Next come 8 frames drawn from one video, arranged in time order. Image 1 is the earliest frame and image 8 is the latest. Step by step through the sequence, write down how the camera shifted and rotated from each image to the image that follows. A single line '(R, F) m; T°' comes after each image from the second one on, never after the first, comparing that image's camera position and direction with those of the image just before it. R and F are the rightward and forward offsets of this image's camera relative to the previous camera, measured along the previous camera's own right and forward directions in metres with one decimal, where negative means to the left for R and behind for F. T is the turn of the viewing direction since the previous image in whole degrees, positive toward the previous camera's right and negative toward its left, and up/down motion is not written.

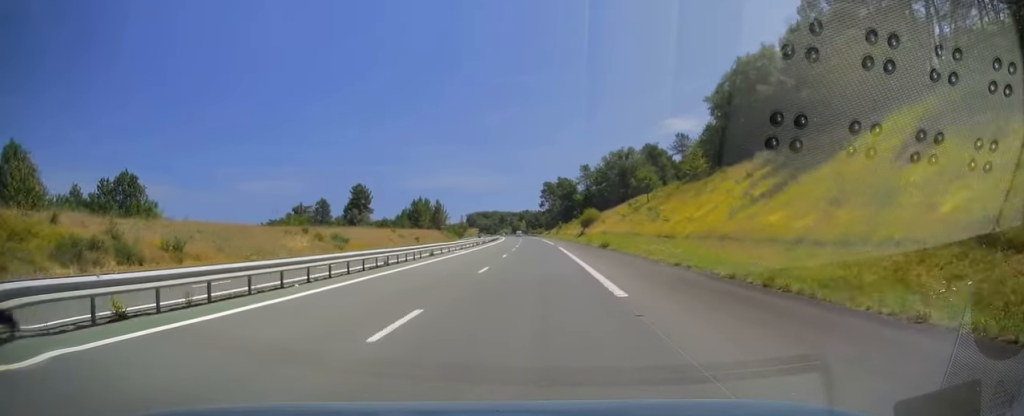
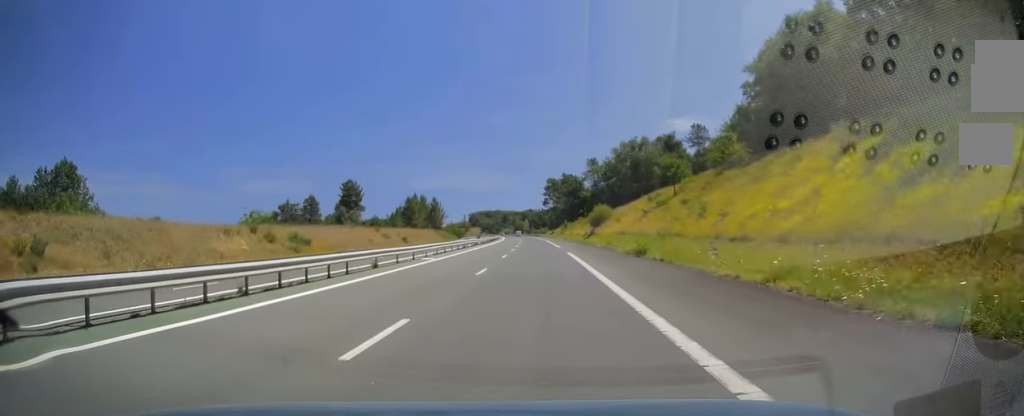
(-0.1, +14.2) m; 0°
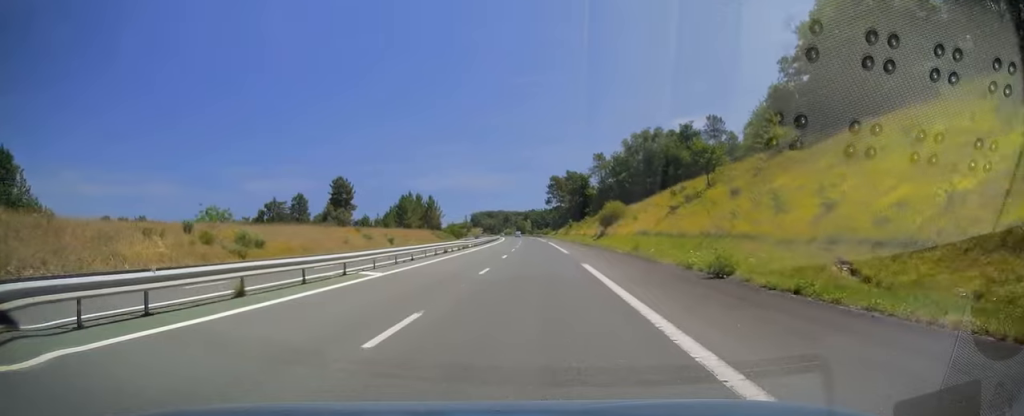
(0.0, +12.2) m; 0°
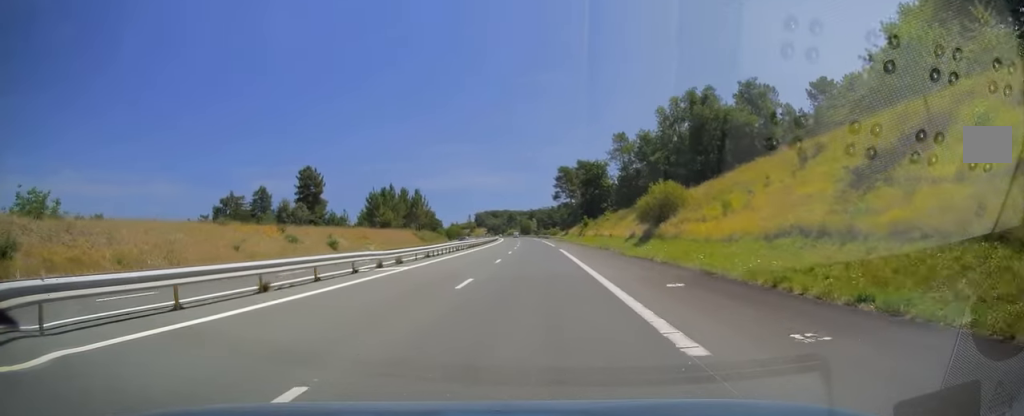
(-0.3, +30.8) m; -1°
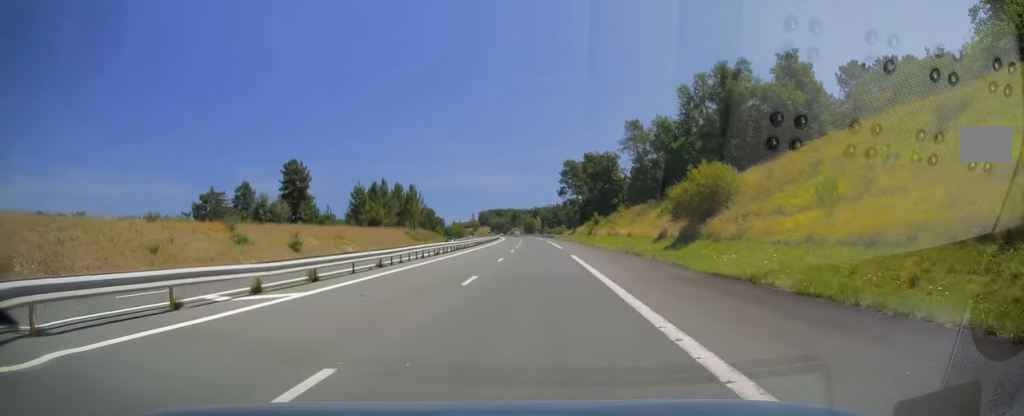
(-0.1, +12.3) m; 0°
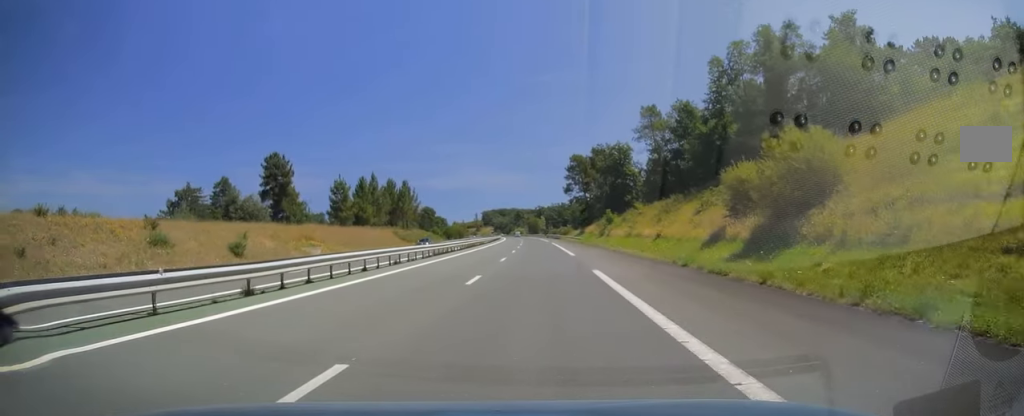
(0.0, +12.7) m; 0°
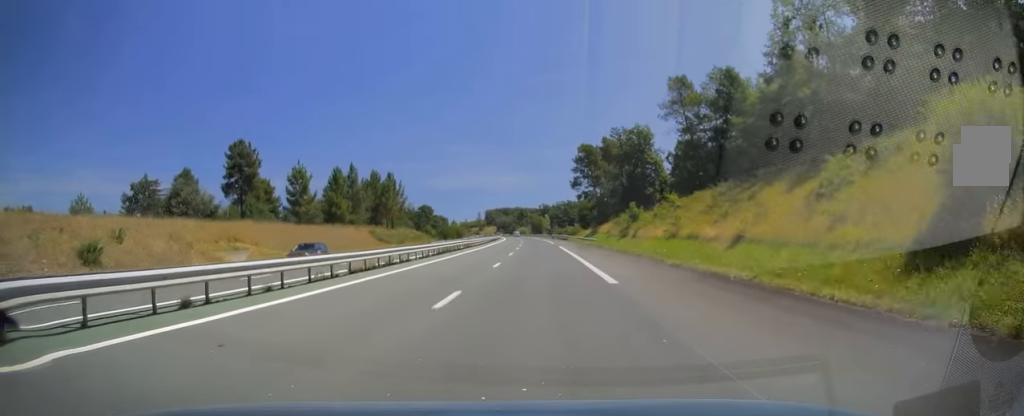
(0.0, +18.1) m; 0°
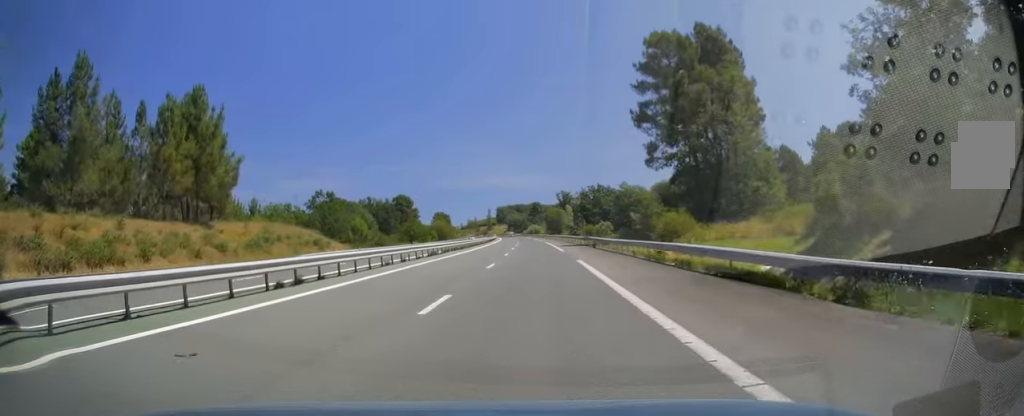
(-1.7, +78.8) m; -3°
